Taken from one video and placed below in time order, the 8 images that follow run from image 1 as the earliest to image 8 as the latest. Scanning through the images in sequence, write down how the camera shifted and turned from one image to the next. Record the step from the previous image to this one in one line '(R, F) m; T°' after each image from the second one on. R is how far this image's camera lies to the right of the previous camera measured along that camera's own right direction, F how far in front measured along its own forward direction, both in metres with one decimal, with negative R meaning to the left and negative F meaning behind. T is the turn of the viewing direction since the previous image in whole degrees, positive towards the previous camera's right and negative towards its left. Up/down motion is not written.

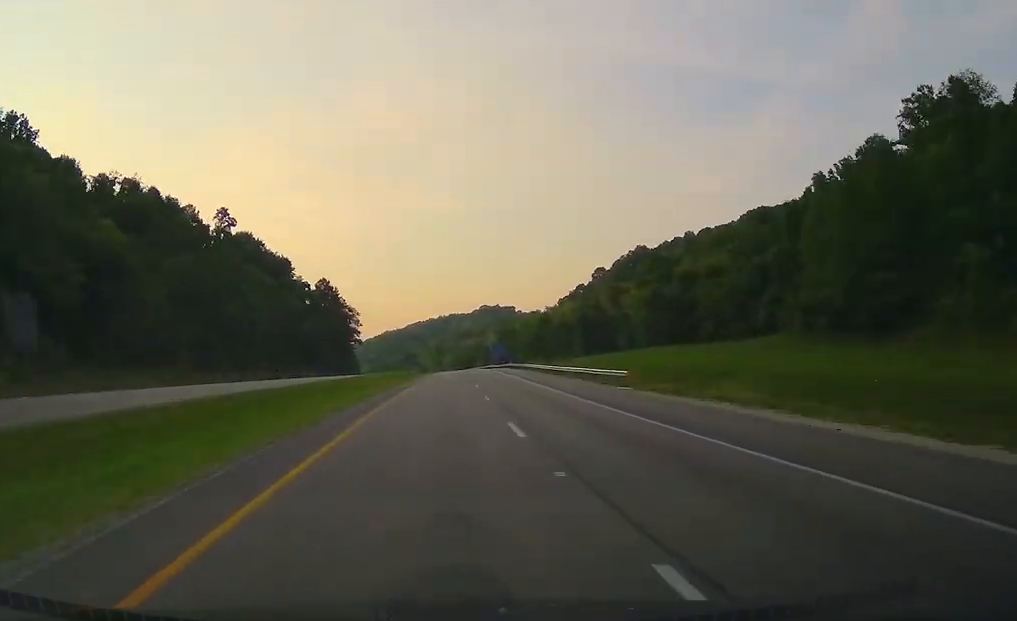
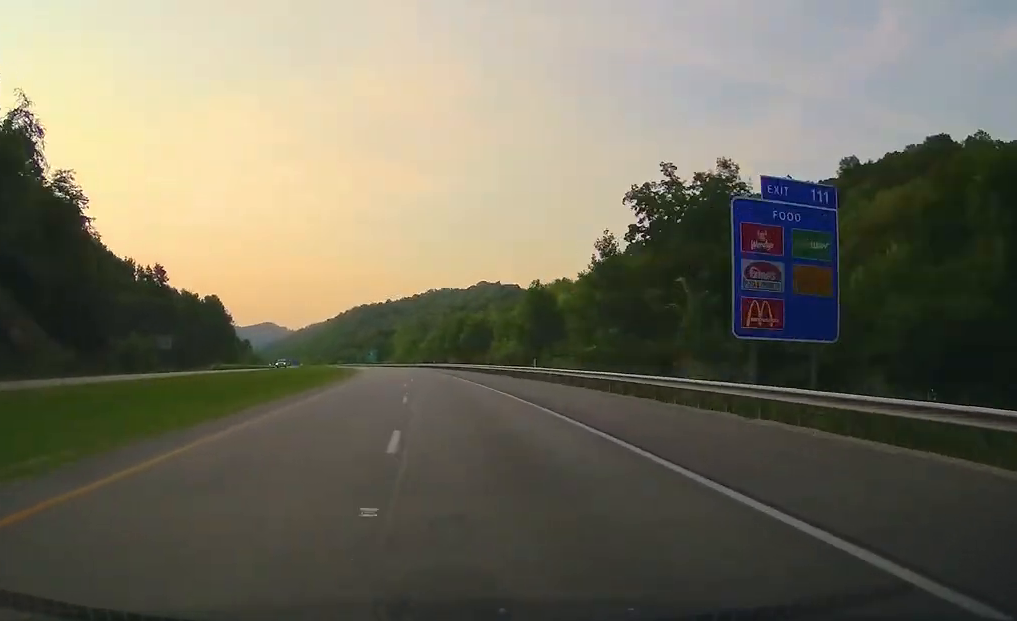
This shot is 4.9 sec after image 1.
(+2.9, +227.5) m; -2°
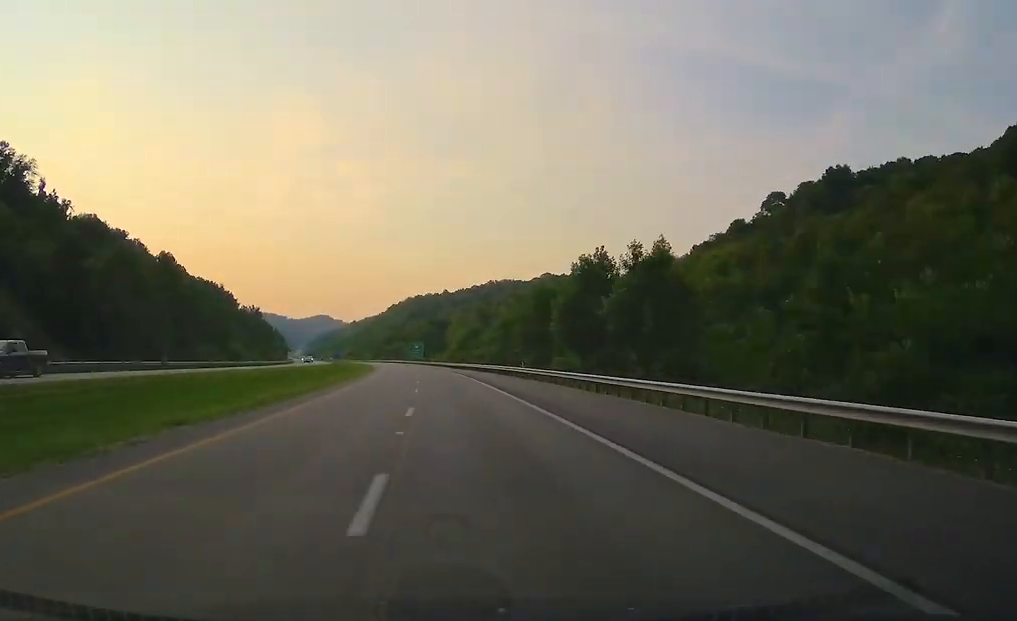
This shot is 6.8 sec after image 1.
(+1.6, +76.3) m; -2°
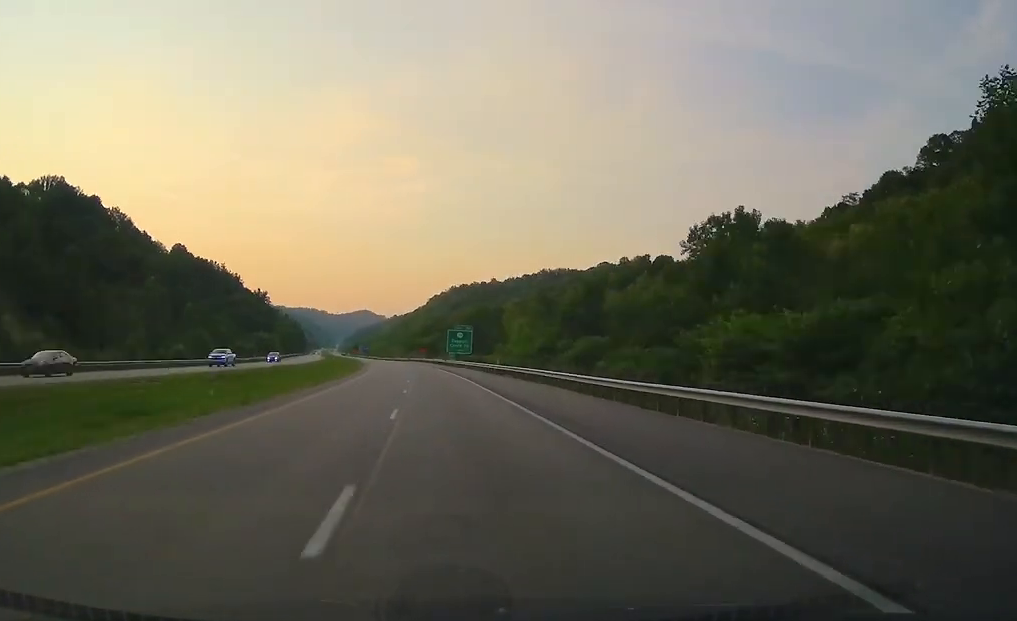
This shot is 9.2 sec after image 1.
(-6.0, +91.9) m; -4°
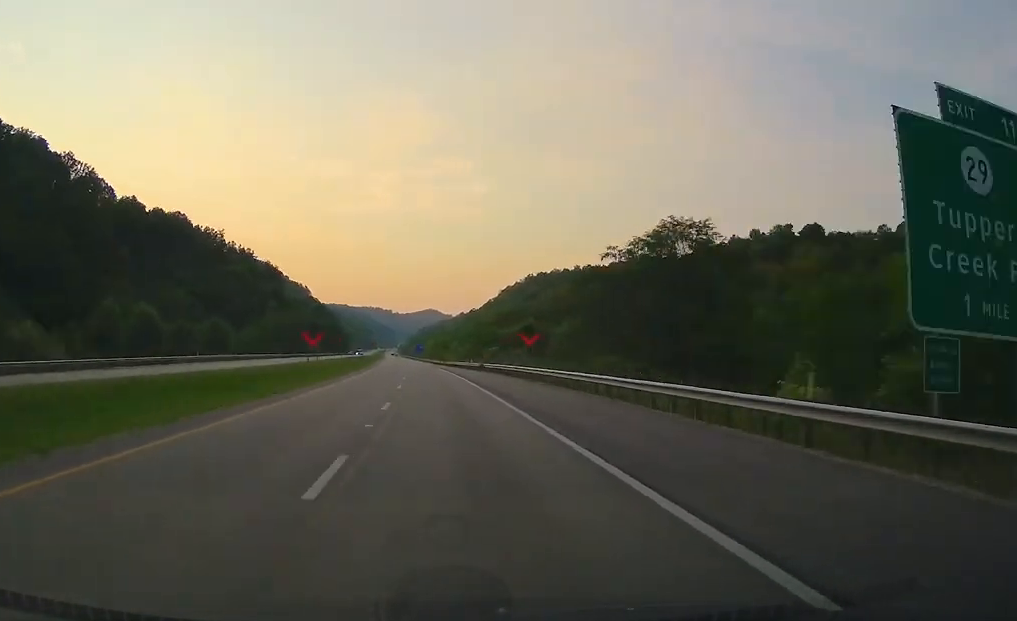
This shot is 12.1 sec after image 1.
(-4.9, +110.1) m; -4°
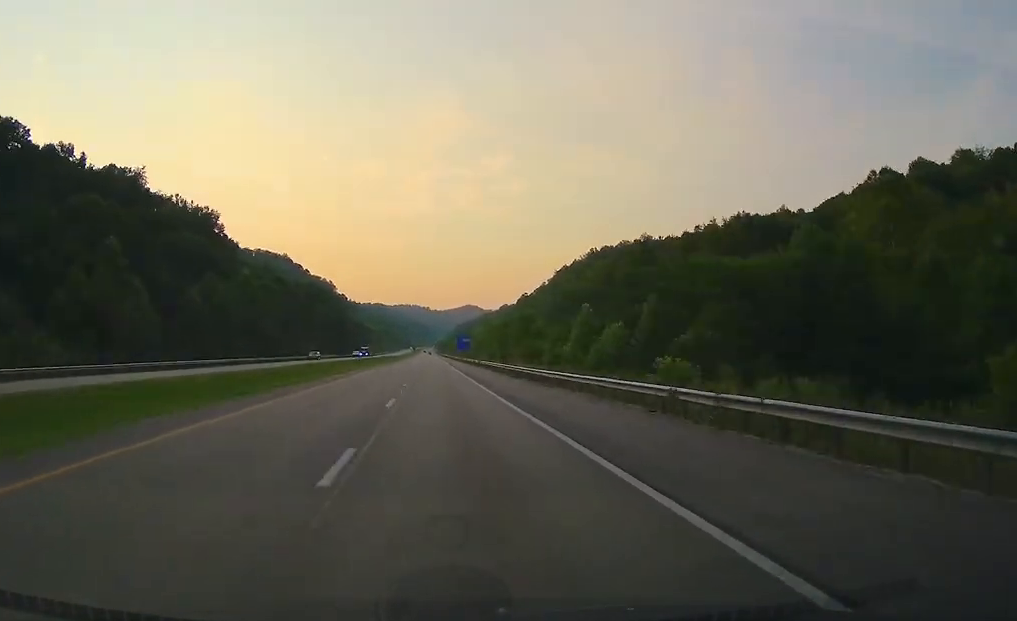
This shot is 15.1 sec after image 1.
(-4.0, +107.7) m; -3°
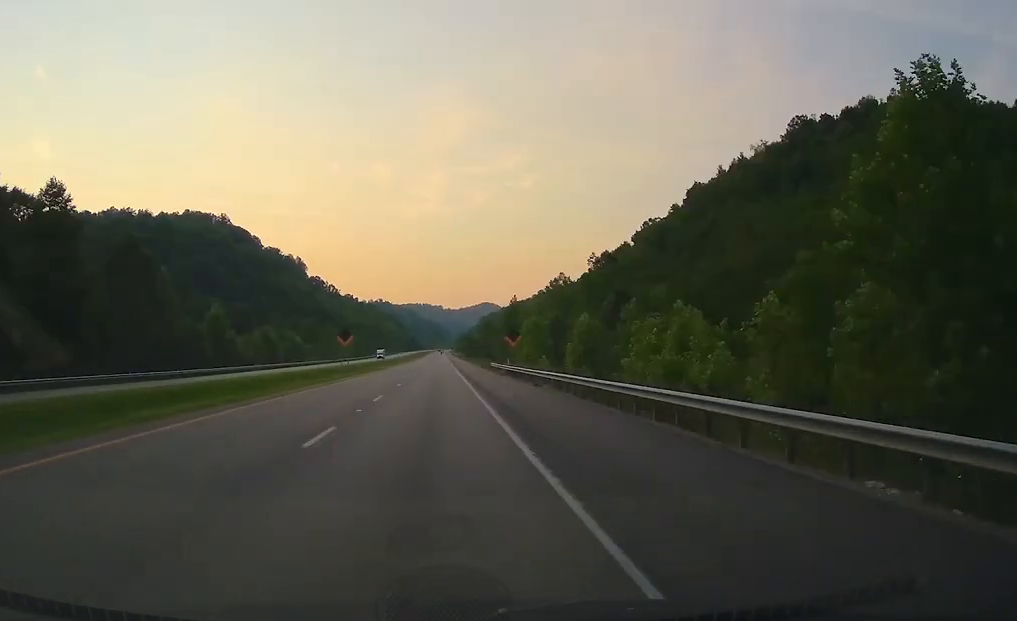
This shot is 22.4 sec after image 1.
(-2.1, +240.7) m; 0°
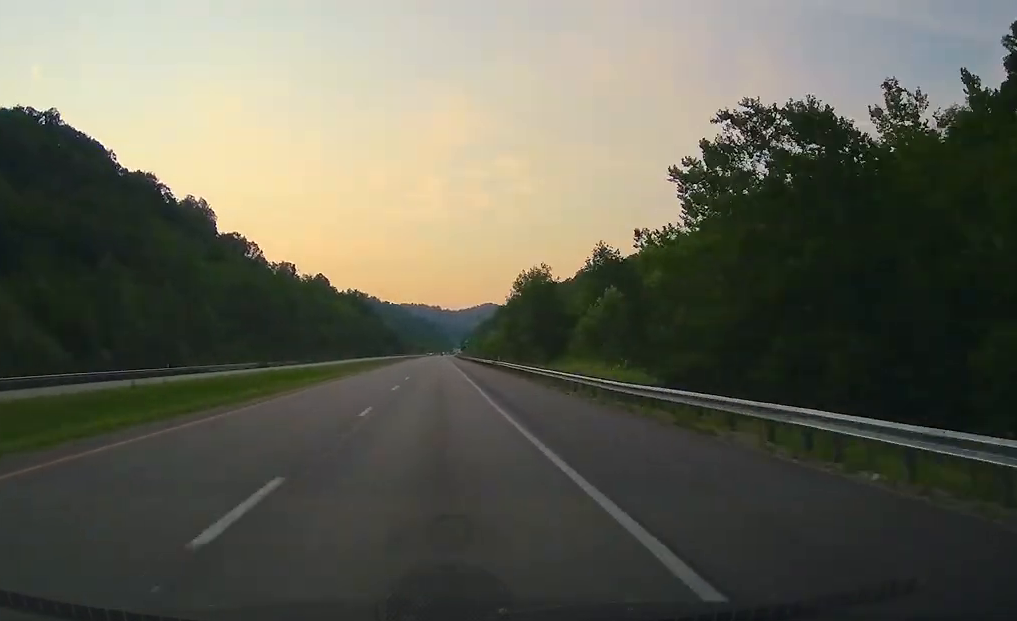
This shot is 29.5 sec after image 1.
(-0.2, +297.0) m; 0°
